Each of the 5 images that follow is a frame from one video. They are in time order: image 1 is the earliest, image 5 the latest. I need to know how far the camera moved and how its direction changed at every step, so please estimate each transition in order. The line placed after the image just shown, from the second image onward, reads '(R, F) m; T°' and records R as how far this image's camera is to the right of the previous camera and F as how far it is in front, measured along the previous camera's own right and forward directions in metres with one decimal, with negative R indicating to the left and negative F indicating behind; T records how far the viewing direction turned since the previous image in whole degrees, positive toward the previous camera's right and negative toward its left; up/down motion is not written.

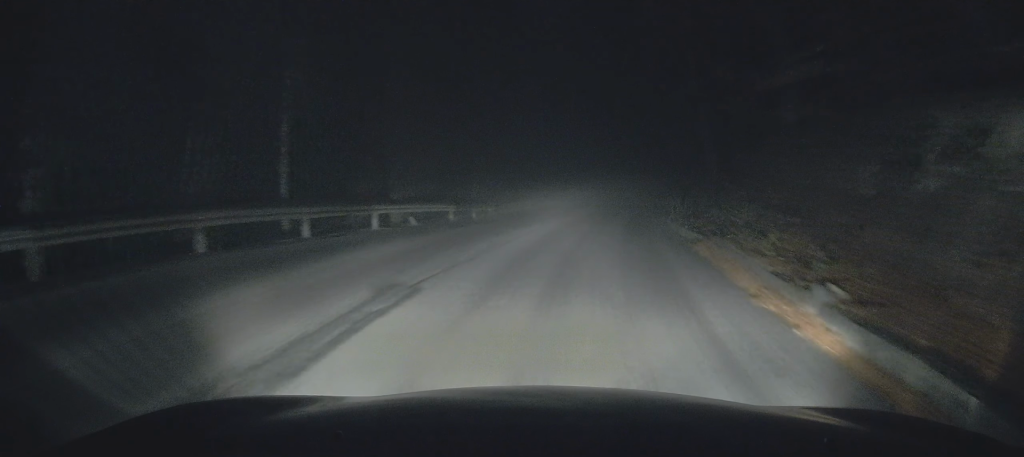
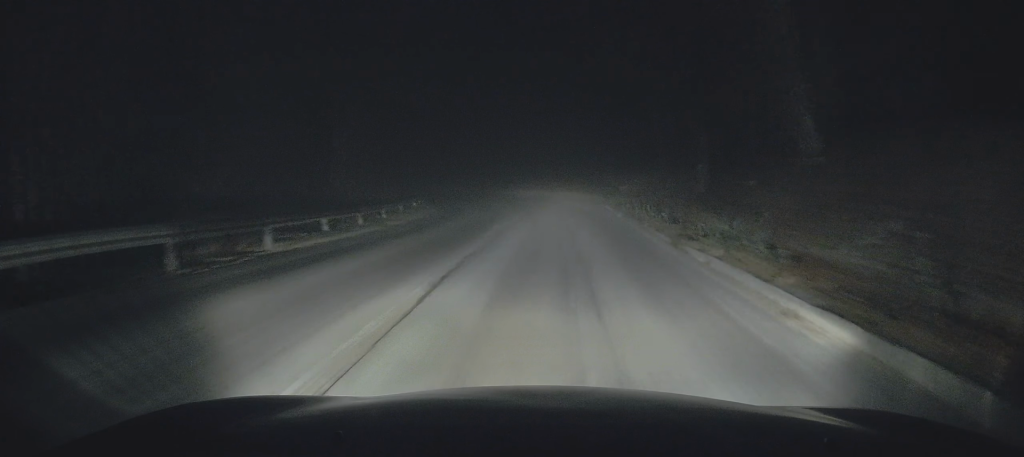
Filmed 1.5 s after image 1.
(+0.9, +16.1) m; +6°
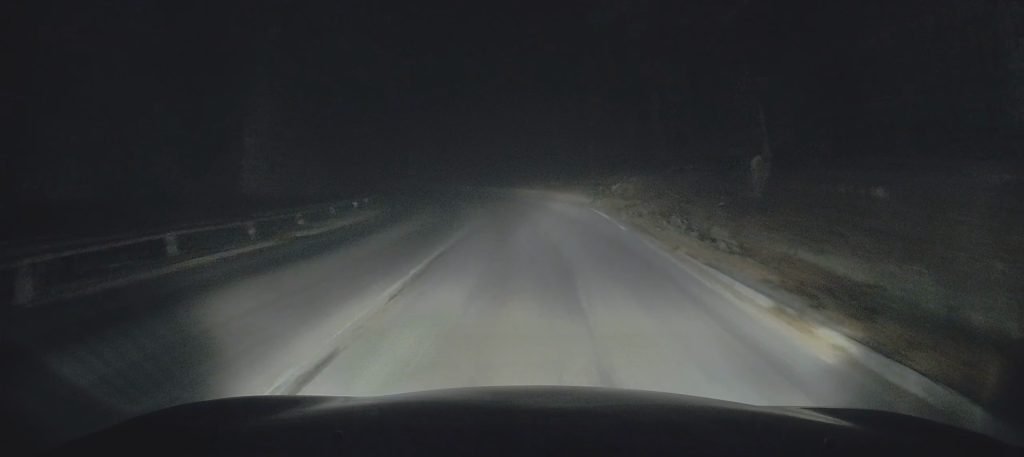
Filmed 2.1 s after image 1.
(+0.1, +6.7) m; +2°
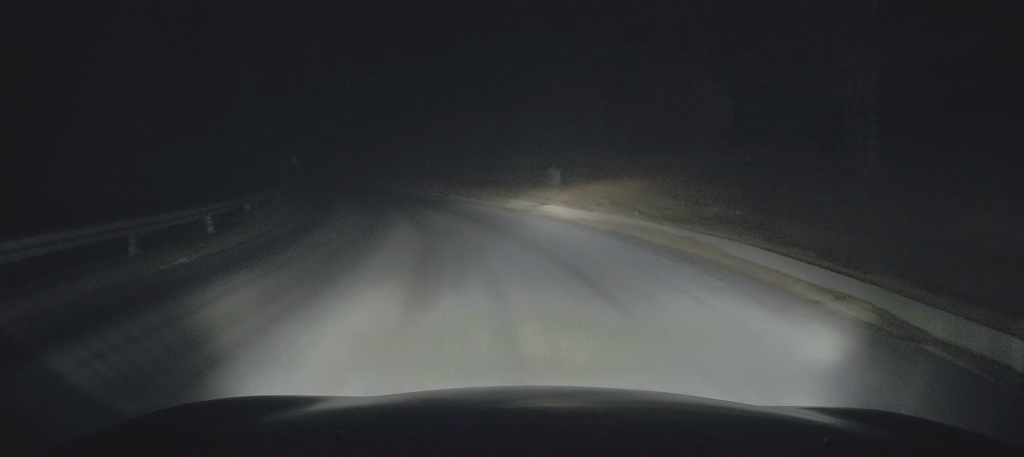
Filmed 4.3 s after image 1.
(-0.6, +25.3) m; -7°
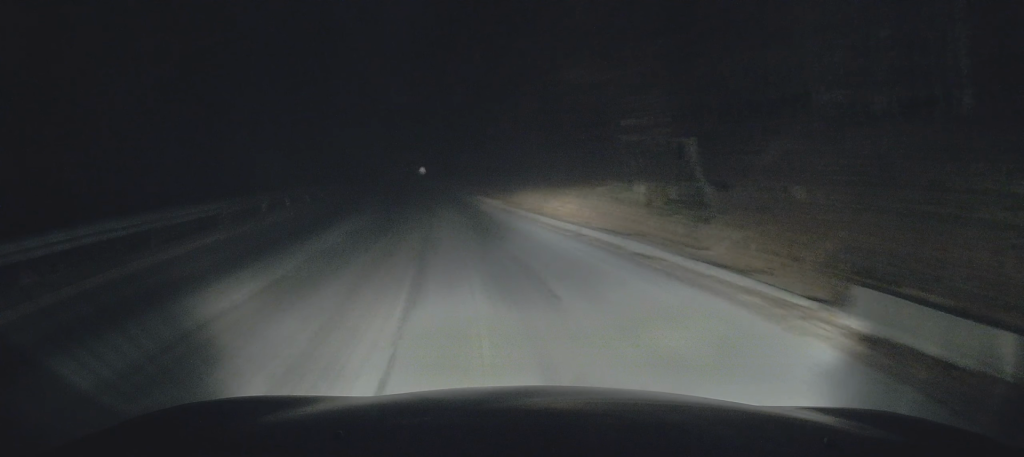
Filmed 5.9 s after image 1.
(-1.6, +20.0) m; -9°
